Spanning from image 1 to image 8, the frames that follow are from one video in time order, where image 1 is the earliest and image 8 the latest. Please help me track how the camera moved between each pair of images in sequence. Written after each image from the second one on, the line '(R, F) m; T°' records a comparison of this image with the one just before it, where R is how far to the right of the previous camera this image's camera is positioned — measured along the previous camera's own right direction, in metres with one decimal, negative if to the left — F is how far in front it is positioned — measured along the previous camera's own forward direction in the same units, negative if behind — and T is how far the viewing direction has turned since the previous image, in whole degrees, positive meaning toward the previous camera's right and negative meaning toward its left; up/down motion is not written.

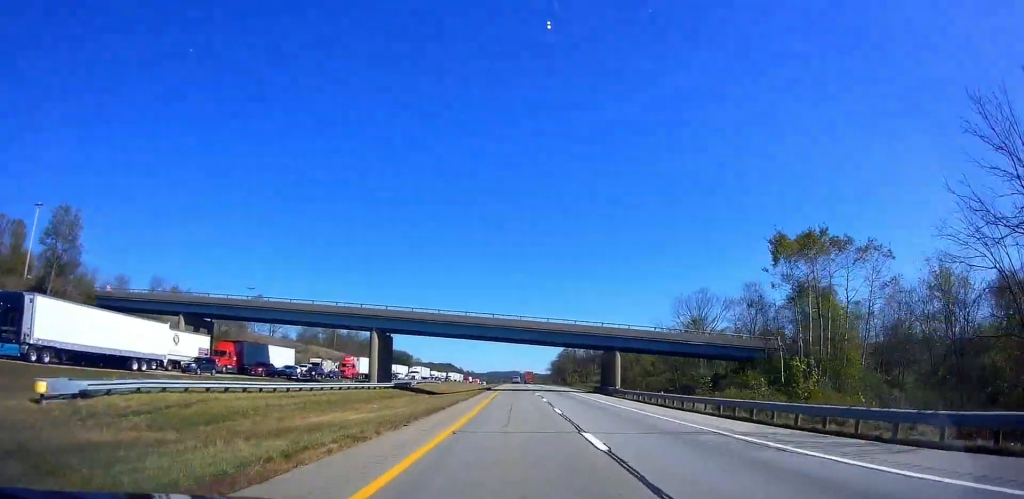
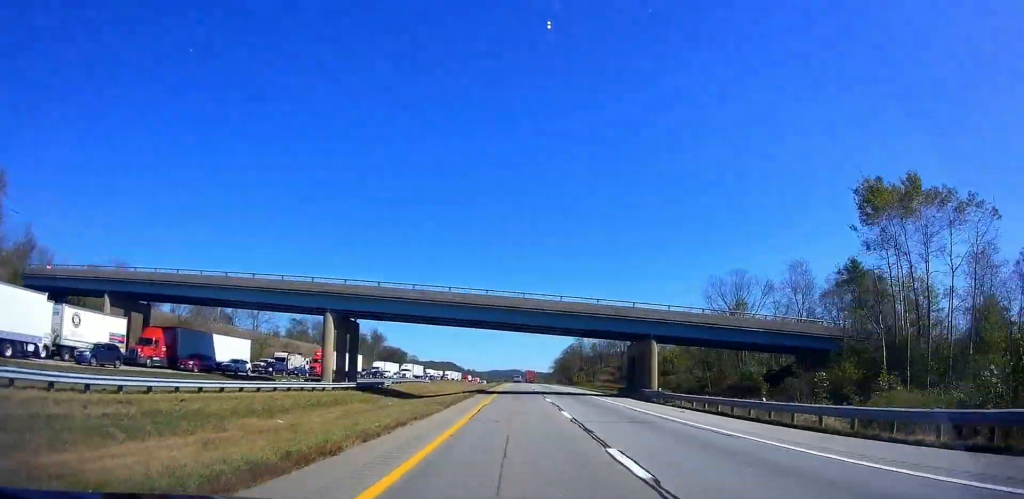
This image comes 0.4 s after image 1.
(0.0, +14.0) m; 0°
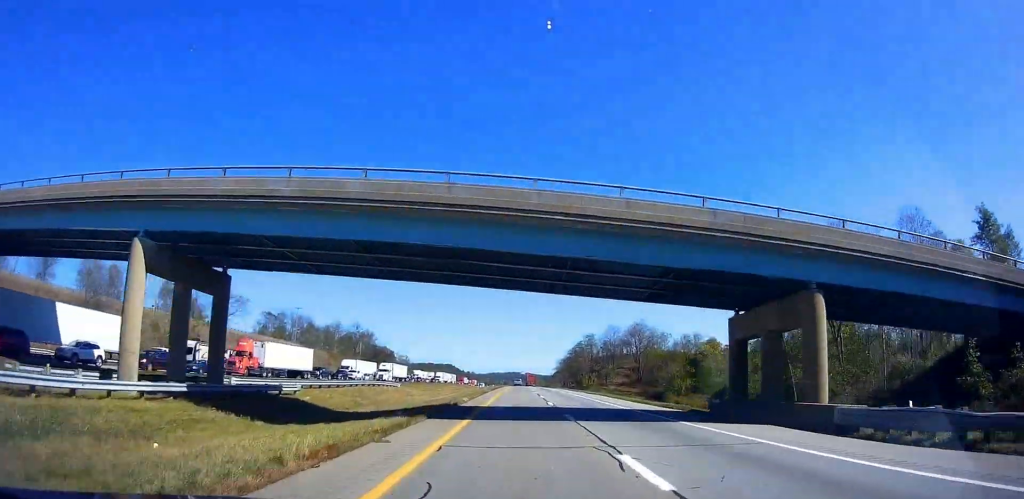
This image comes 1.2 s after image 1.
(0.0, +24.7) m; 0°
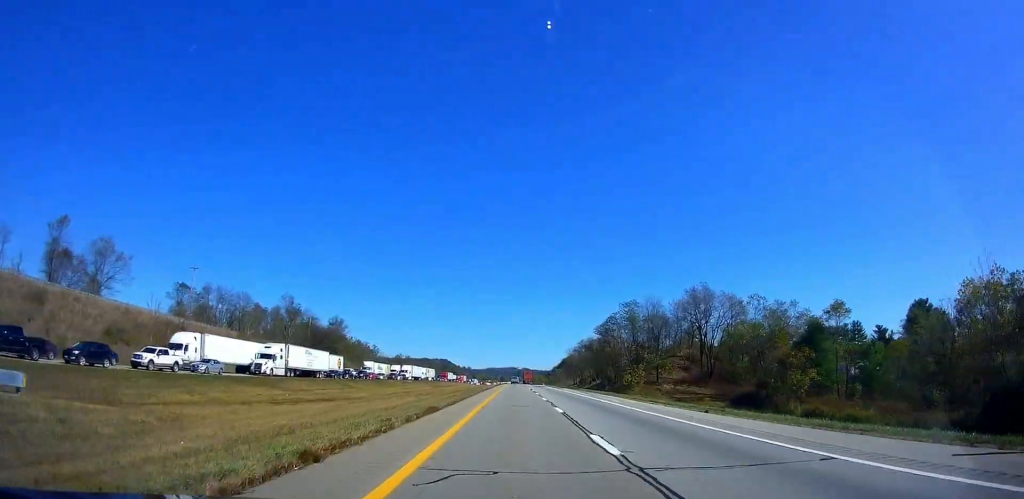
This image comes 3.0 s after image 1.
(0.0, +58.3) m; +1°
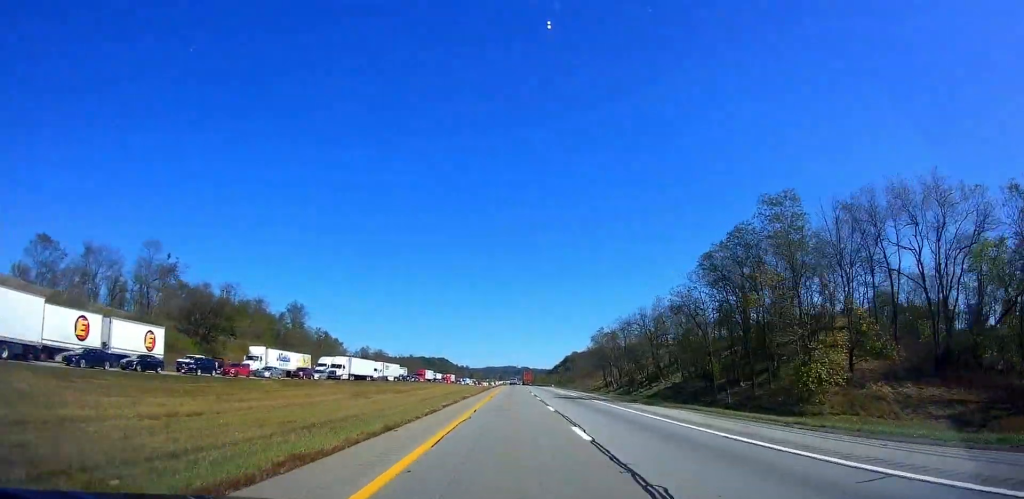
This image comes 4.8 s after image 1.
(+0.8, +57.5) m; 0°
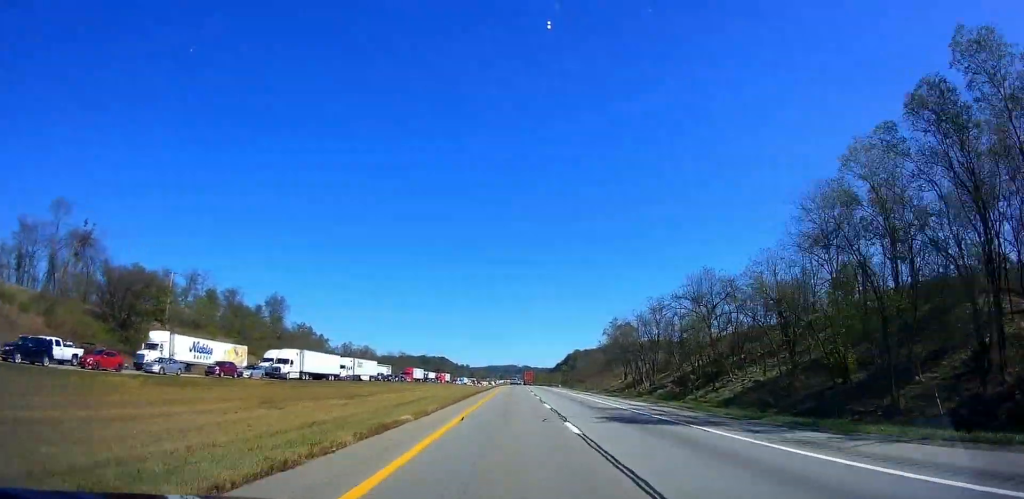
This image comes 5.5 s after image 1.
(-0.3, +22.8) m; -1°
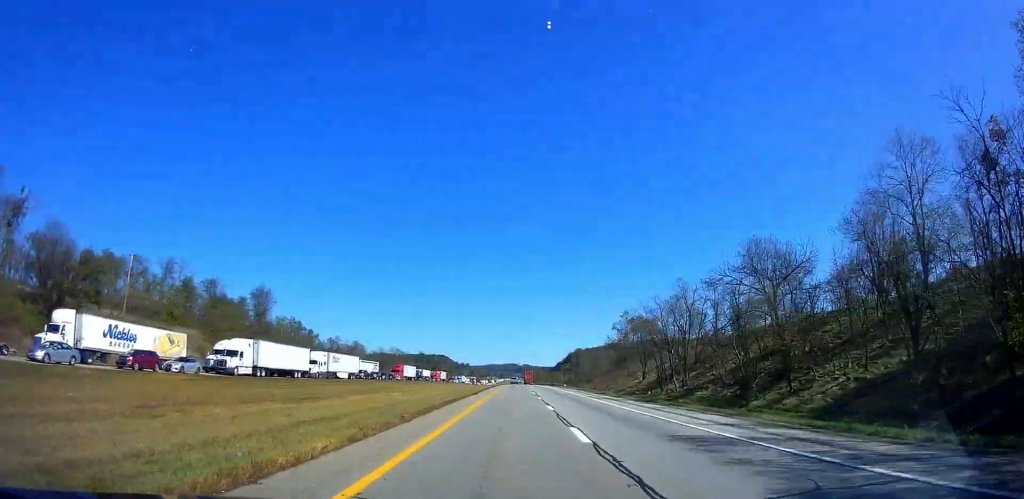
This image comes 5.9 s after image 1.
(-0.1, +14.1) m; 0°
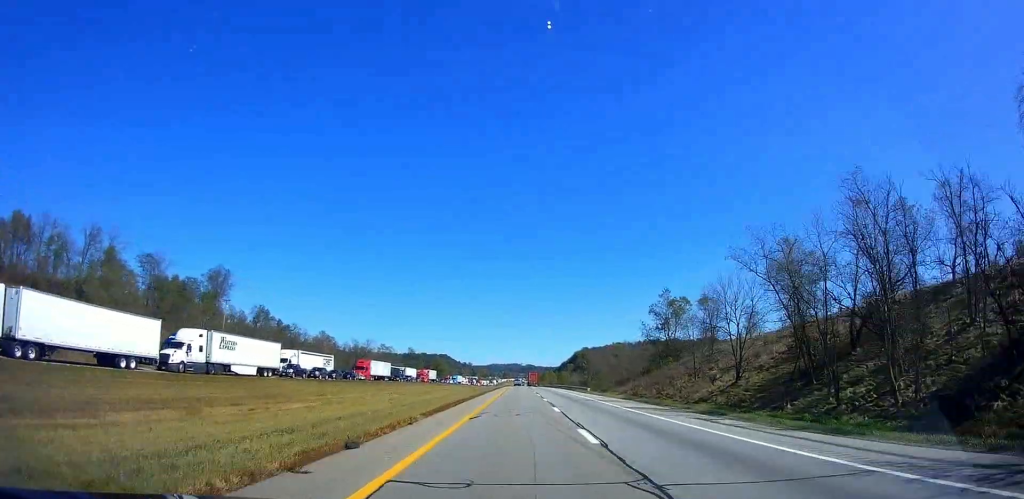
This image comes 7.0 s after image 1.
(-0.1, +35.8) m; 0°
